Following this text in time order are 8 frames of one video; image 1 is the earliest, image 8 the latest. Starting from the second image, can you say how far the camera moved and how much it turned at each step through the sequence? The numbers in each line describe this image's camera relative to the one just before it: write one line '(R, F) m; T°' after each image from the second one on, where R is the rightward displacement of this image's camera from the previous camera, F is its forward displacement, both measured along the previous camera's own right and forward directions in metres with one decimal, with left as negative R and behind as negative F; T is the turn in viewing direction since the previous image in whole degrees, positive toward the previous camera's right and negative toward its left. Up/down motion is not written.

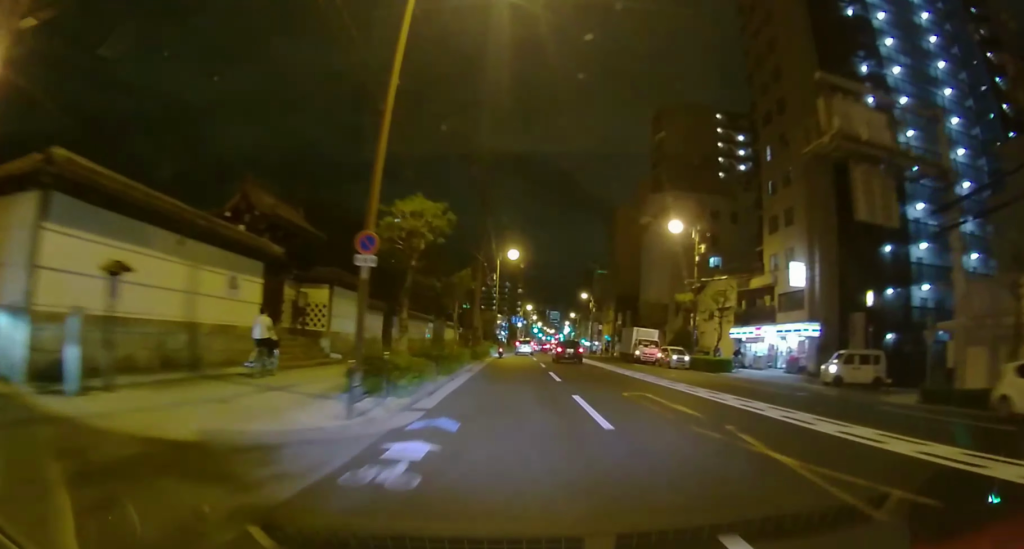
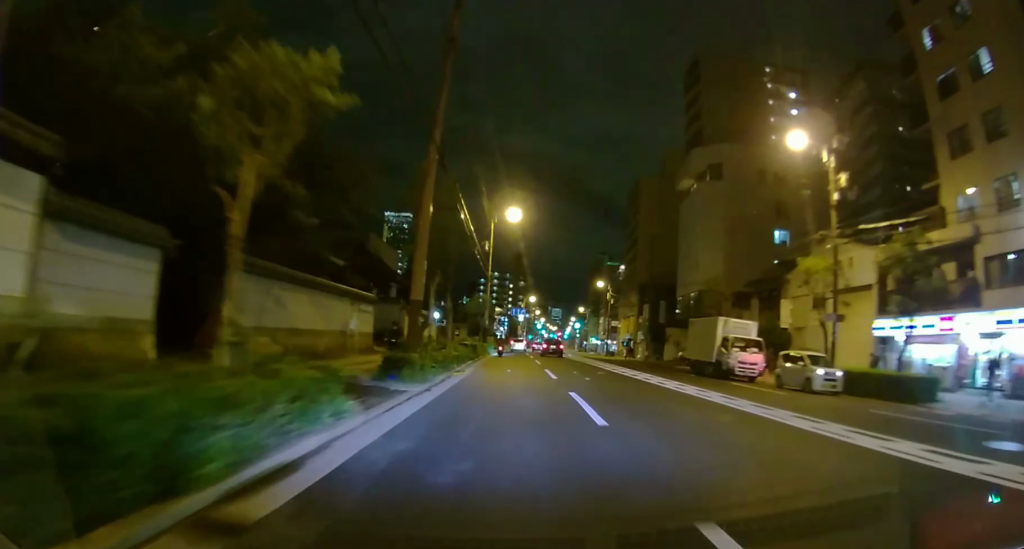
(0.0, +20.3) m; 0°
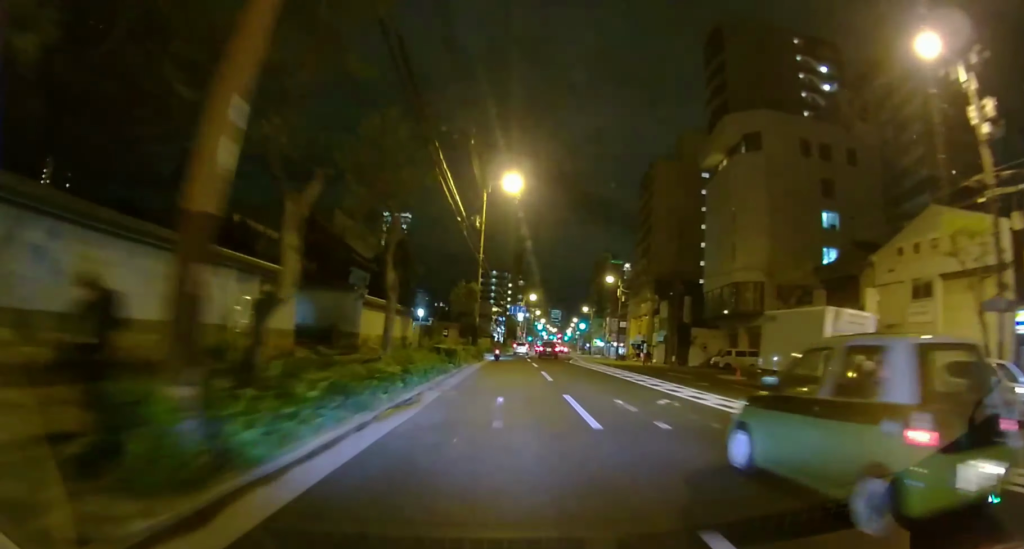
(0.0, +9.8) m; 0°
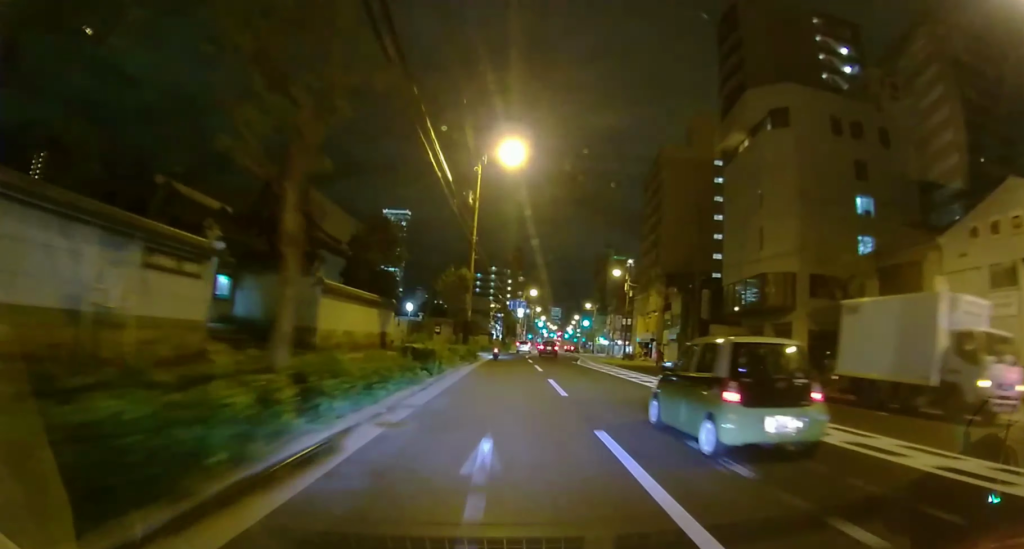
(0.0, +5.6) m; 0°
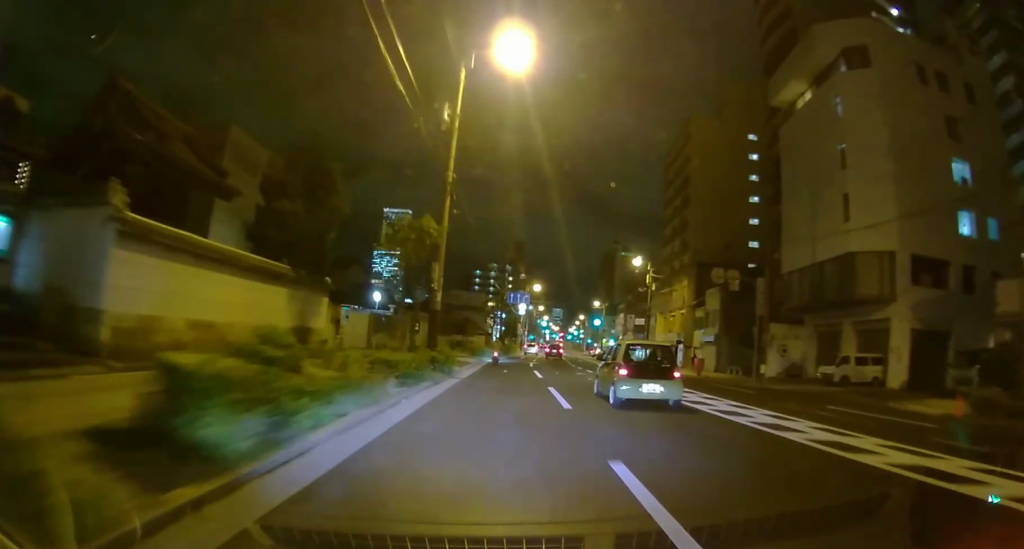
(+0.1, +11.7) m; +1°
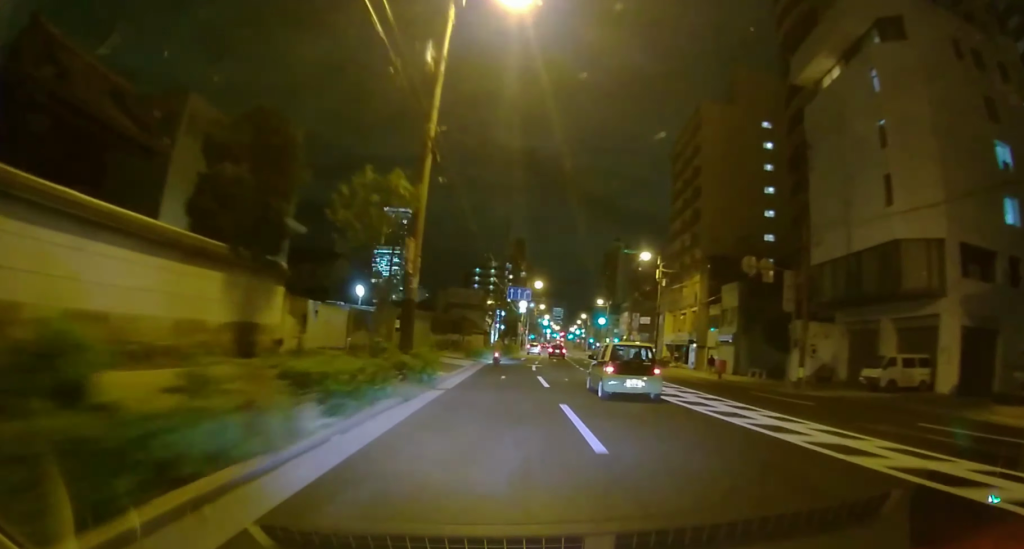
(+0.1, +4.3) m; 0°
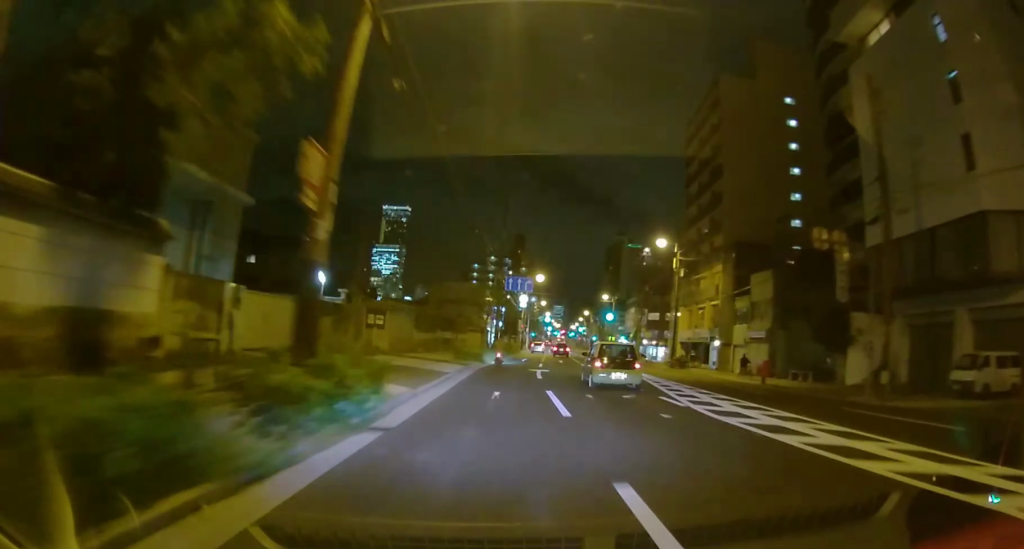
(+0.1, +6.4) m; +1°
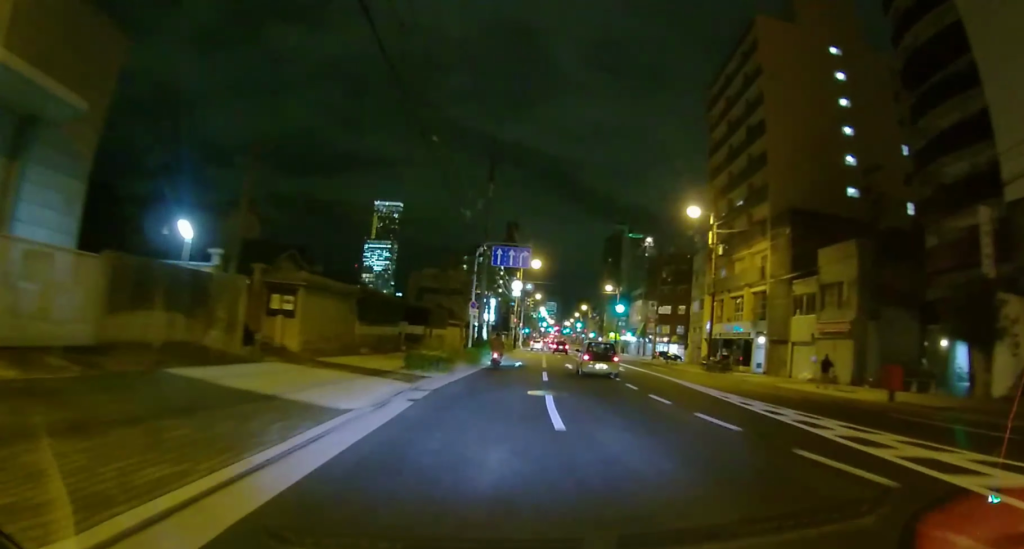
(0.0, +11.9) m; 0°
